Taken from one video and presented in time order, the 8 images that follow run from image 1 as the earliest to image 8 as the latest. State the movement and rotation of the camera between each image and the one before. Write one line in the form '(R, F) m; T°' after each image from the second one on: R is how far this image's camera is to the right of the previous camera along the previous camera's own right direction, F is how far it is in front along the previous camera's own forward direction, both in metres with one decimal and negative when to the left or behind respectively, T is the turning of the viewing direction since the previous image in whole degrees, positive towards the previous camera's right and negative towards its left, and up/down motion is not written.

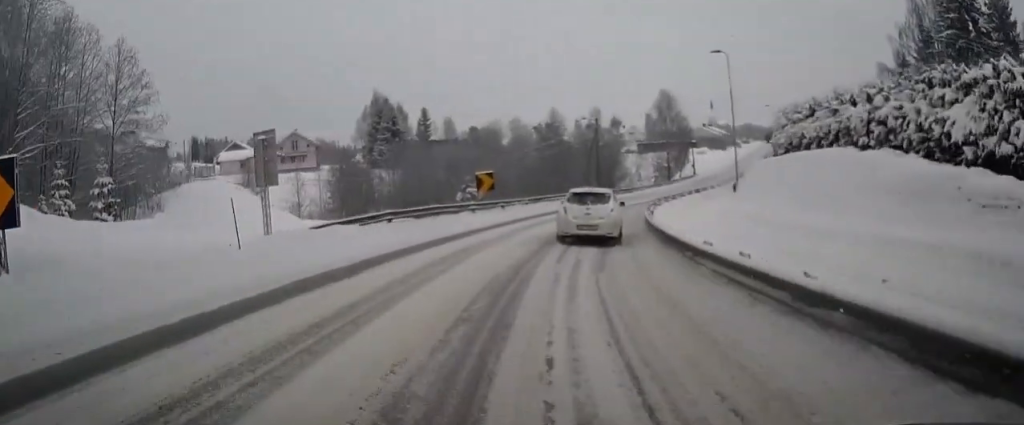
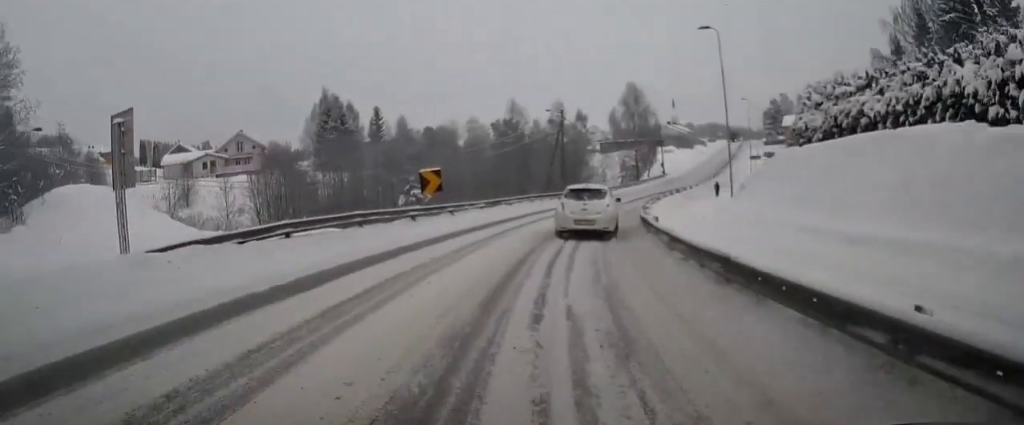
(+0.2, +6.5) m; +4°
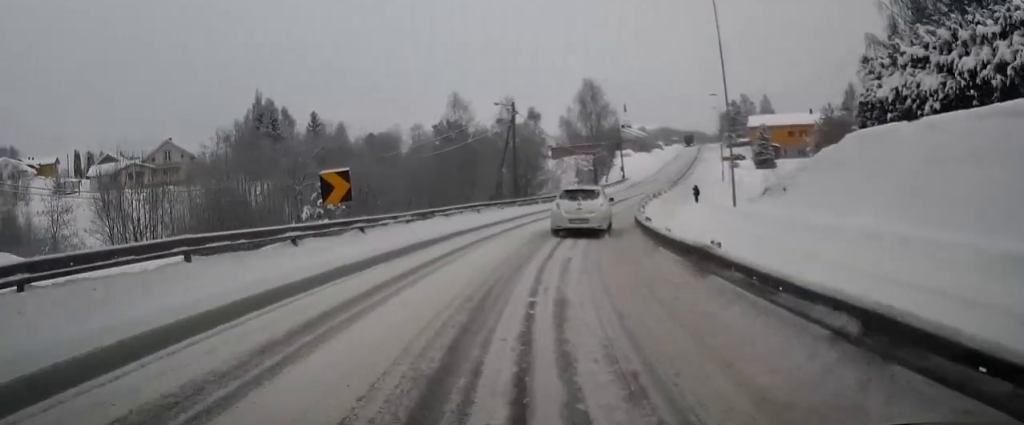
(+0.4, +8.1) m; +5°
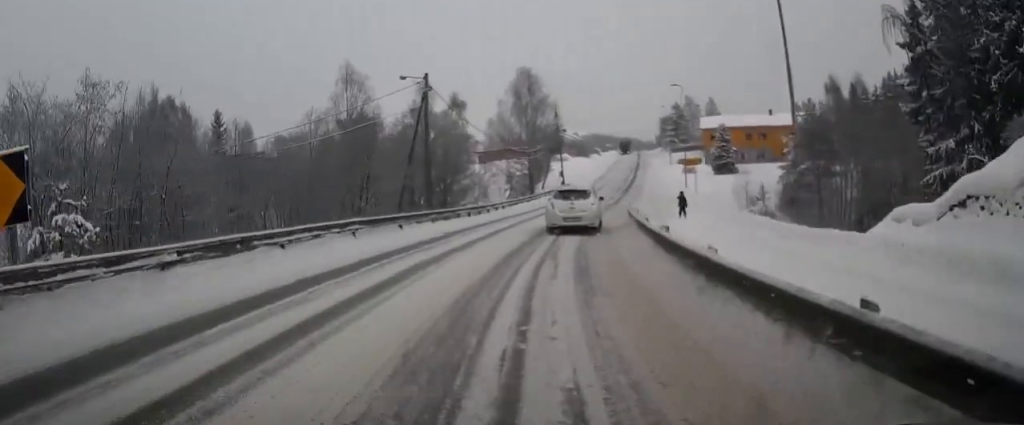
(+0.8, +12.5) m; +8°
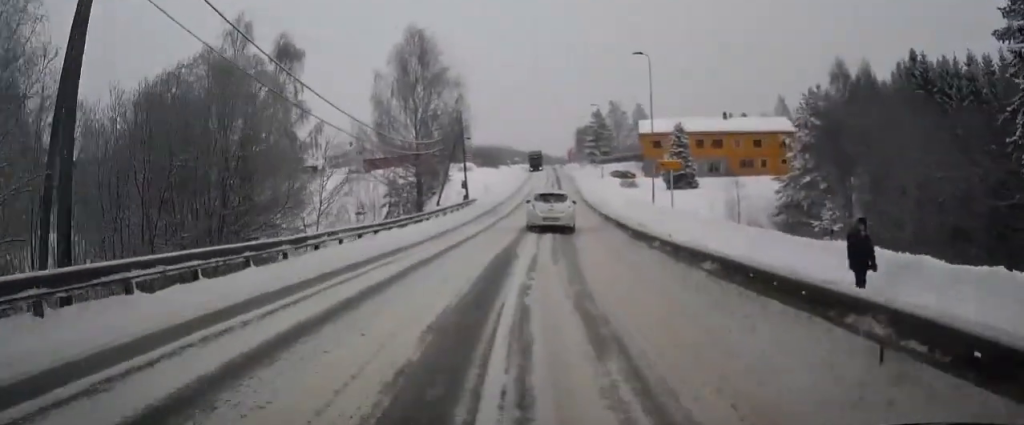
(+2.1, +20.6) m; +10°
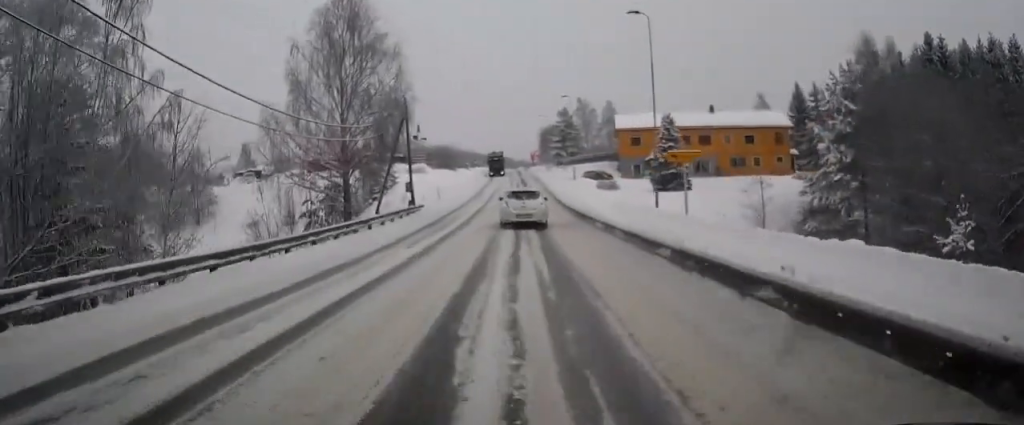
(+0.3, +10.2) m; +3°
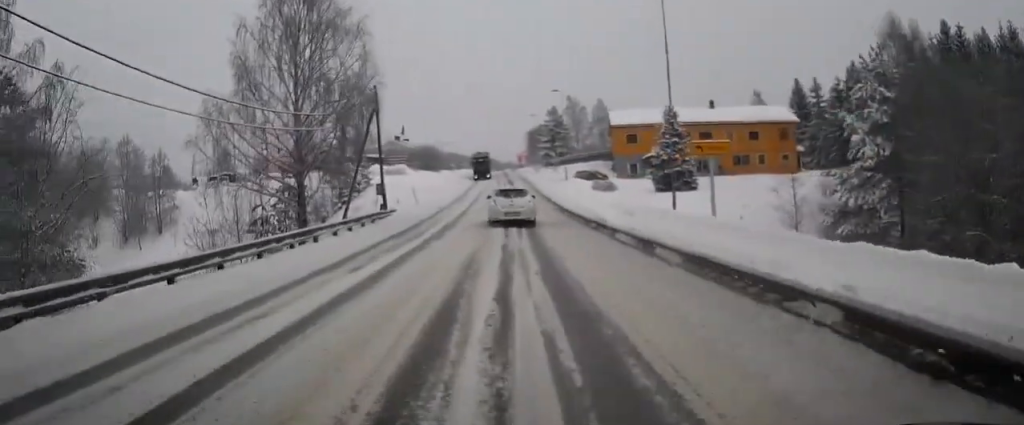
(+0.1, +5.4) m; +1°
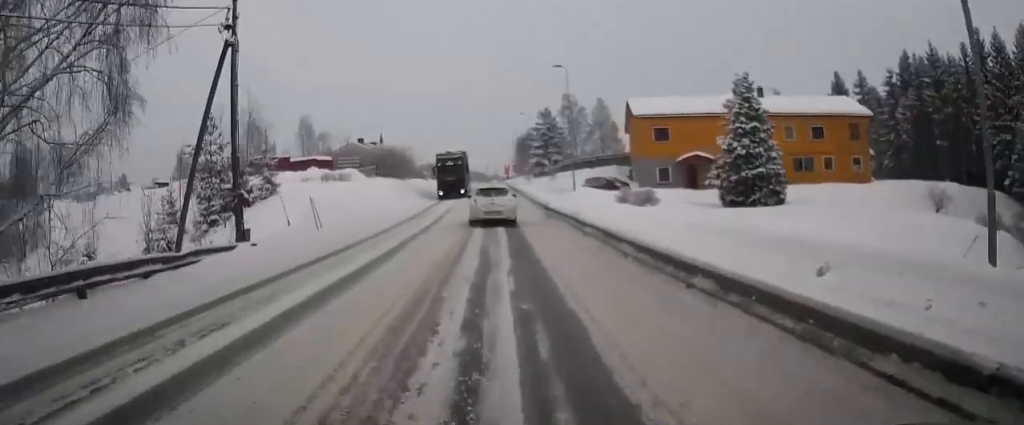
(+0.4, +18.4) m; +3°
